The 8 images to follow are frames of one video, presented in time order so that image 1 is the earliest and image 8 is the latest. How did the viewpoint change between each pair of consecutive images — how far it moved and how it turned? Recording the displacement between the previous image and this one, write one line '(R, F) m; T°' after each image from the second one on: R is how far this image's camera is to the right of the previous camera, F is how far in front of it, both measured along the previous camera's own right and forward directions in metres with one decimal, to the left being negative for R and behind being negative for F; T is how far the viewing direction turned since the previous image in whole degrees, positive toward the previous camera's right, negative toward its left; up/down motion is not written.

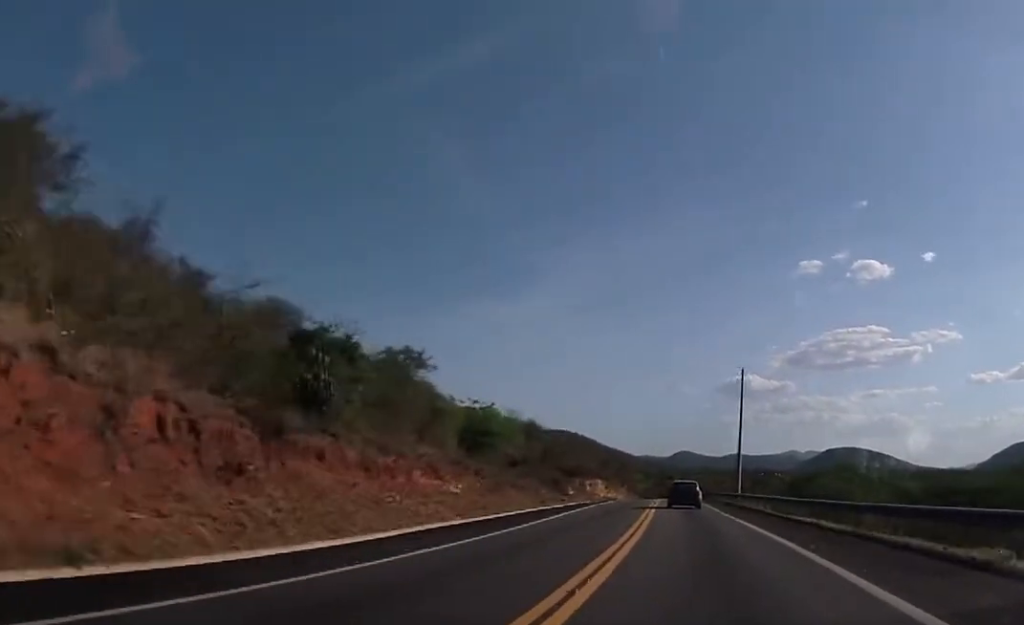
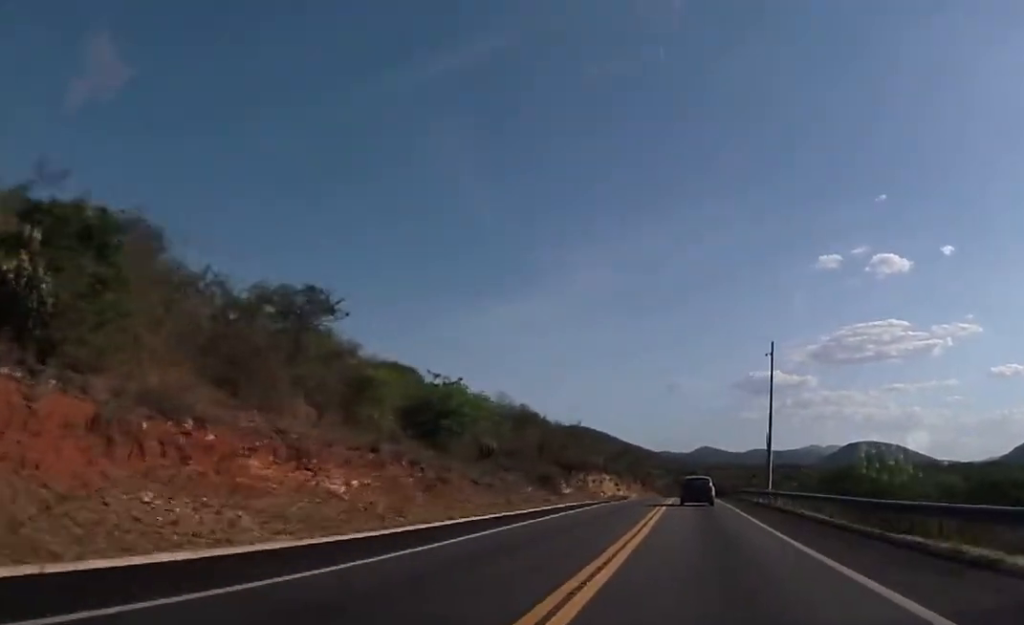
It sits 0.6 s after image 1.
(-0.1, +15.4) m; -1°
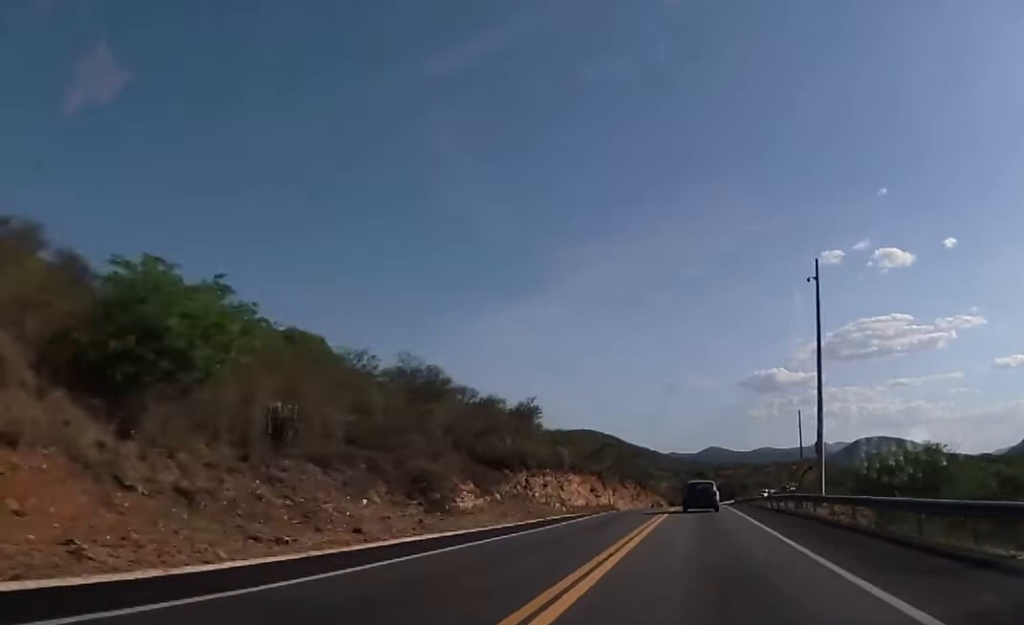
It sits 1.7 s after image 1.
(-0.7, +30.8) m; -1°
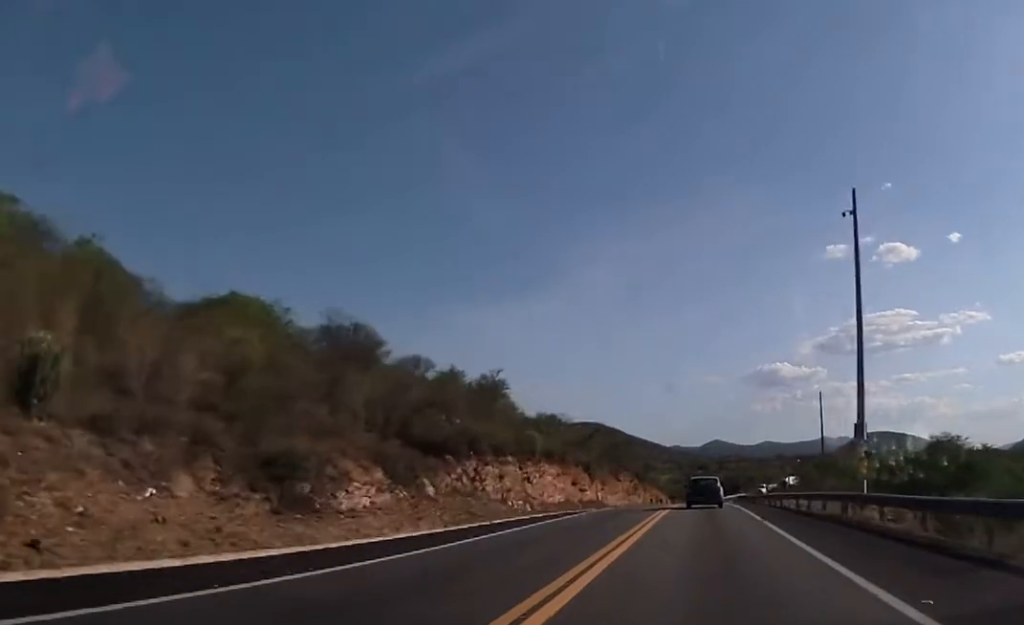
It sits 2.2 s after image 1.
(0.0, +12.7) m; 0°
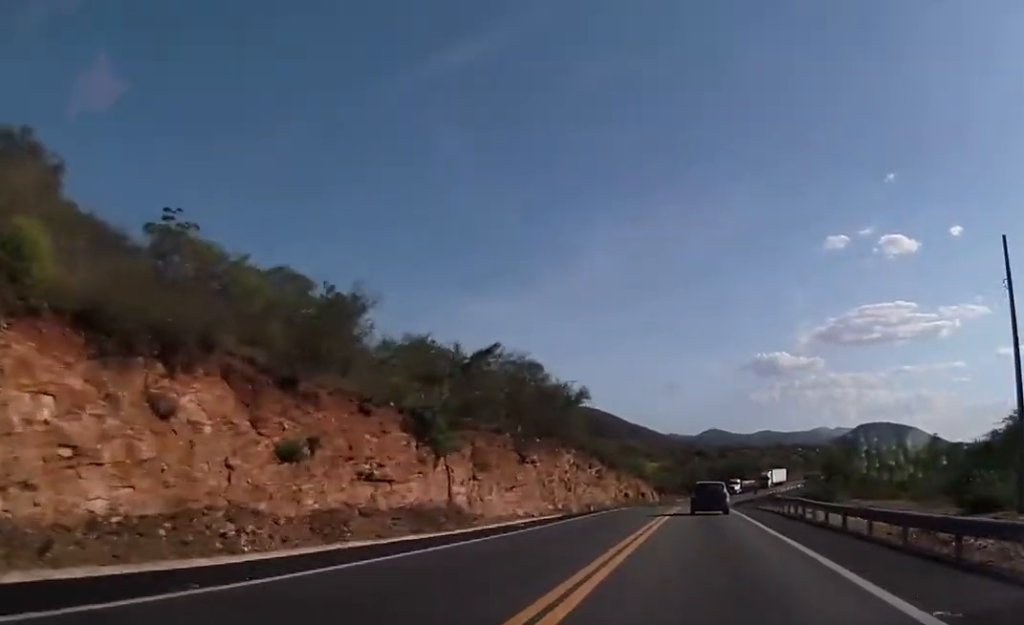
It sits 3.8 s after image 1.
(-0.2, +45.1) m; -1°
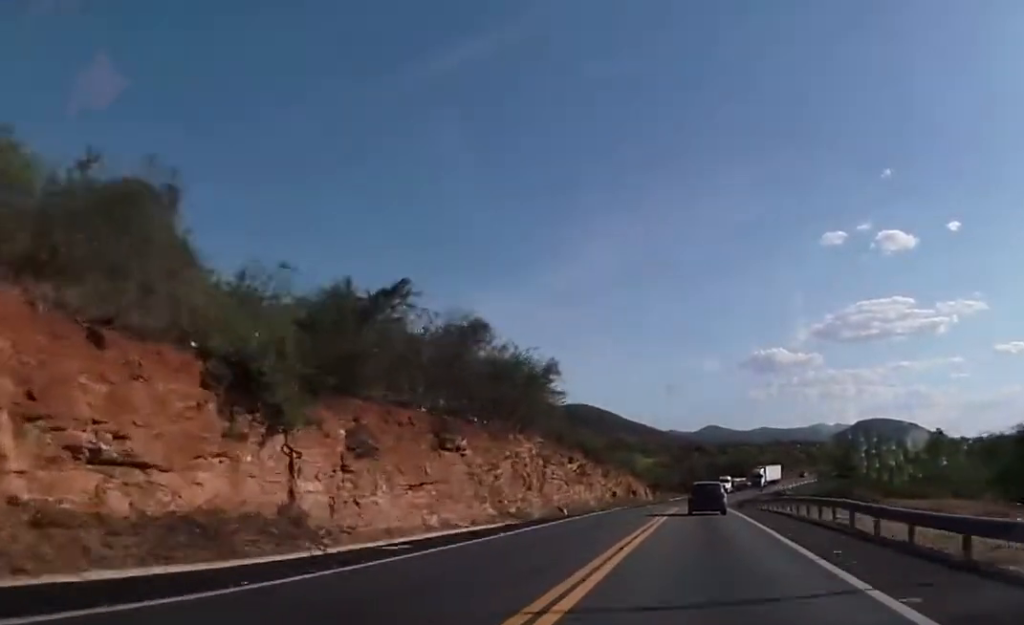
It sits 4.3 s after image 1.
(-0.3, +12.7) m; 0°
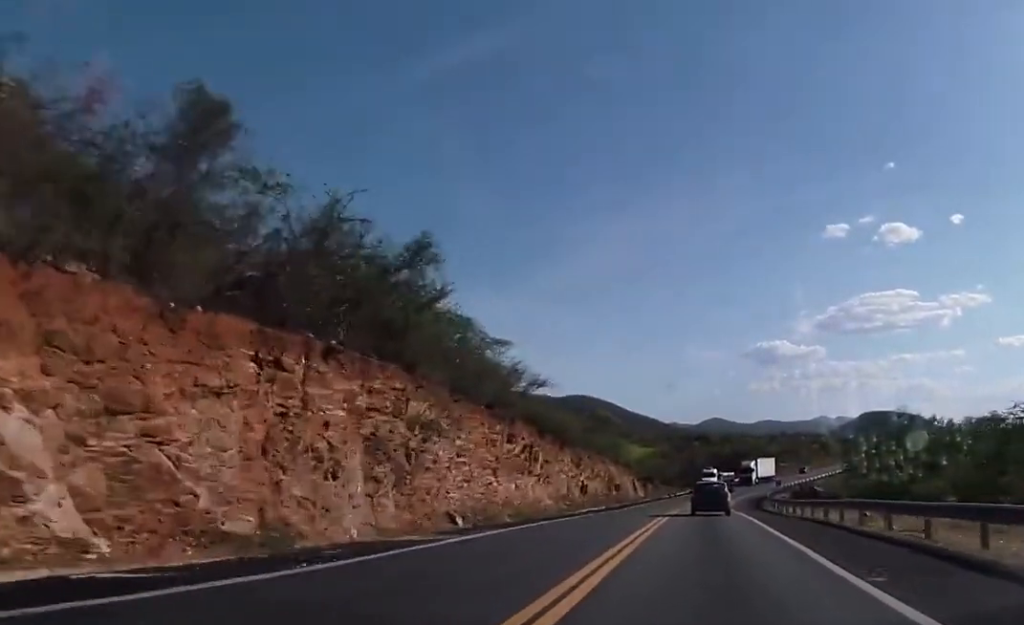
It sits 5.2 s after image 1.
(+0.1, +23.8) m; +1°
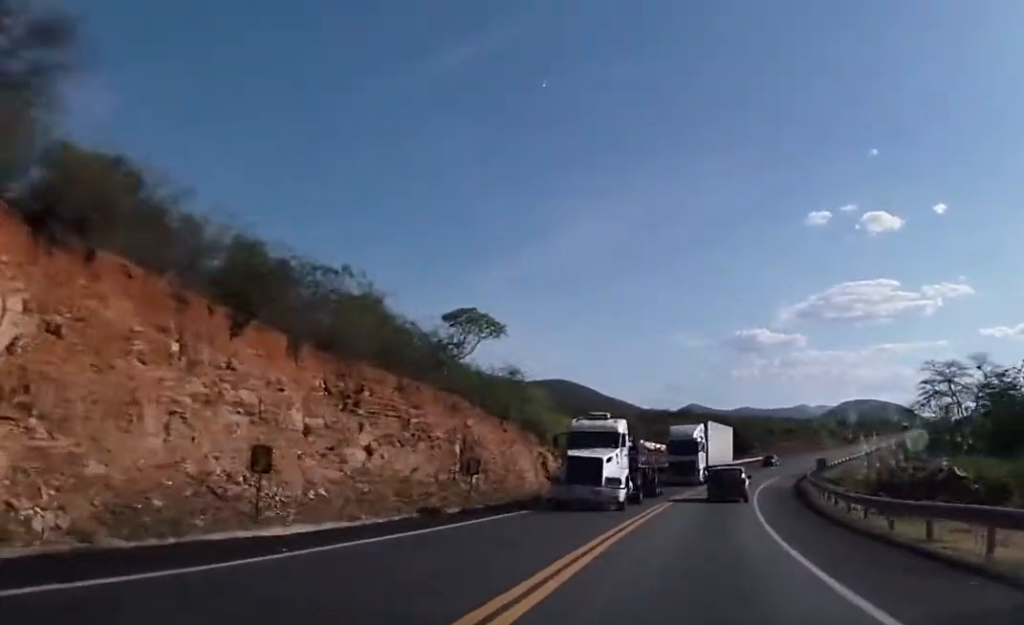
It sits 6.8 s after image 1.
(+1.1, +44.9) m; +2°
